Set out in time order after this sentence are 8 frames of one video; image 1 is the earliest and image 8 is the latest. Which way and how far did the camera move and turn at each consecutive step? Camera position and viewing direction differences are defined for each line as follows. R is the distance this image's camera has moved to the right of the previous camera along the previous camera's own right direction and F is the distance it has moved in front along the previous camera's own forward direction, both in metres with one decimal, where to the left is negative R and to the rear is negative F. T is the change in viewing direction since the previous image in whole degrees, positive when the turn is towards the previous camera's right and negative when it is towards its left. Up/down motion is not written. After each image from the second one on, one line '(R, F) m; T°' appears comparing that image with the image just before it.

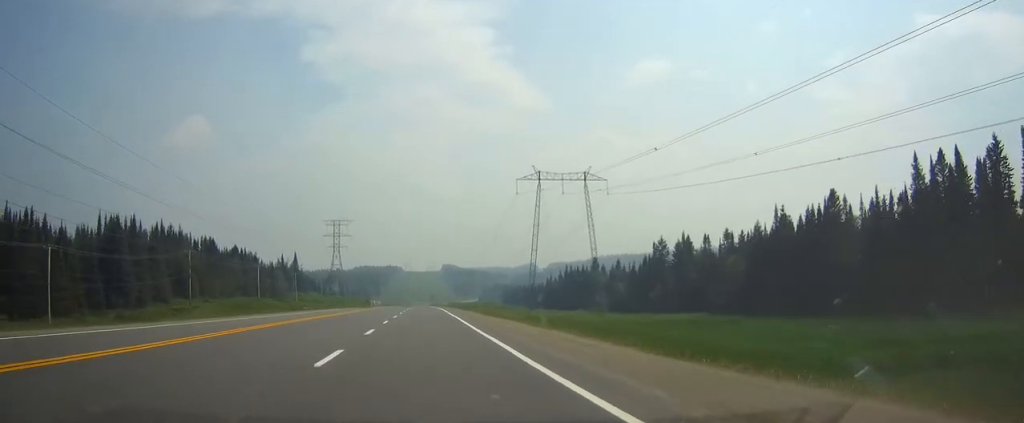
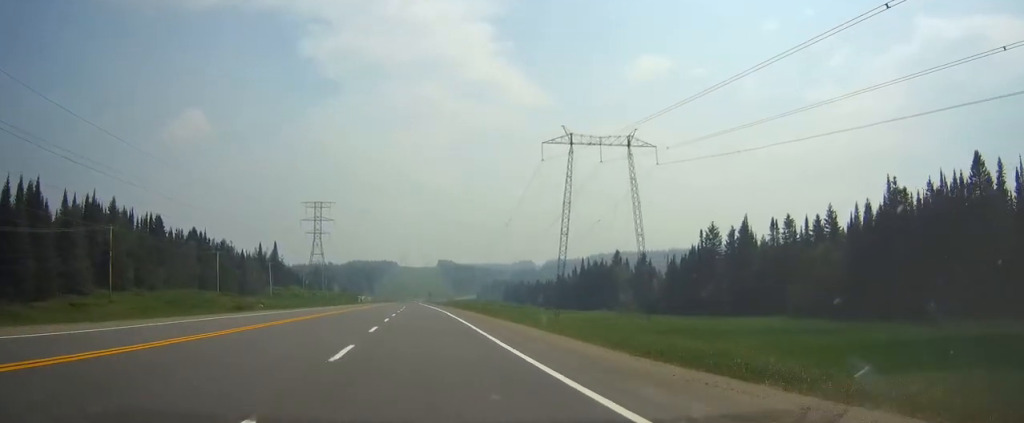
(0.0, +34.6) m; 0°
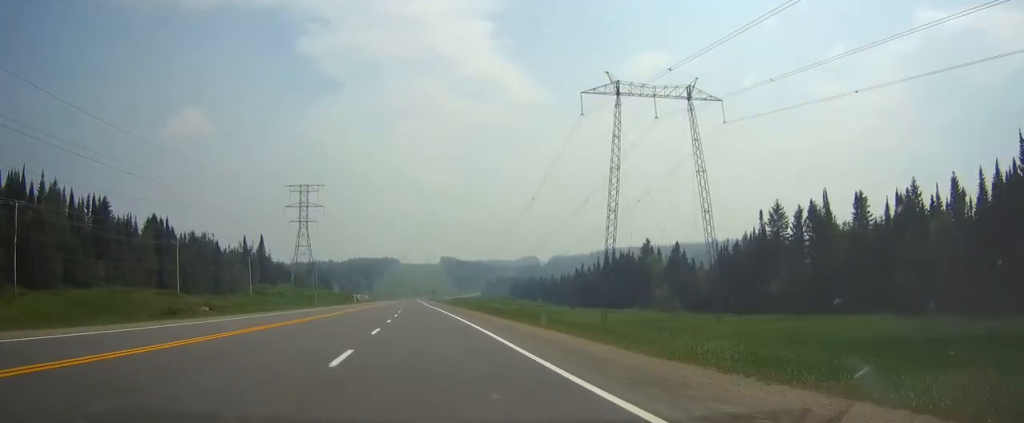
(+0.1, +27.8) m; 0°
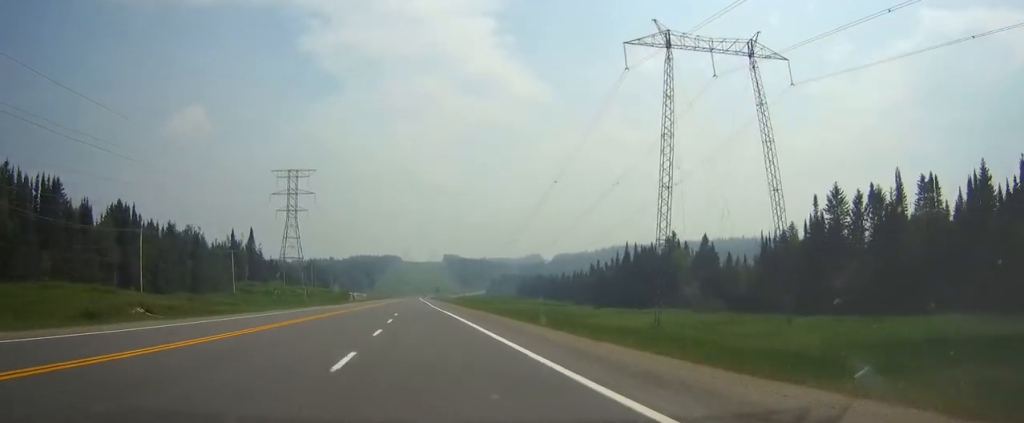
(0.0, +18.8) m; 0°
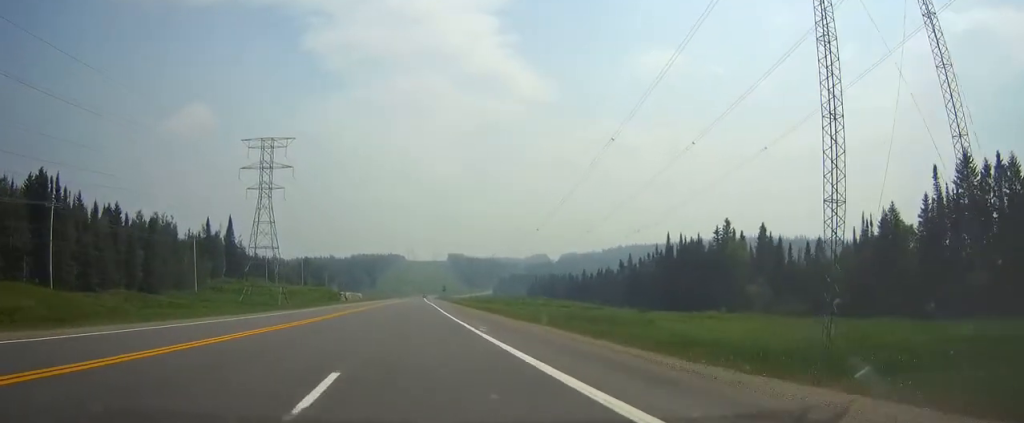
(-0.2, +30.8) m; -1°
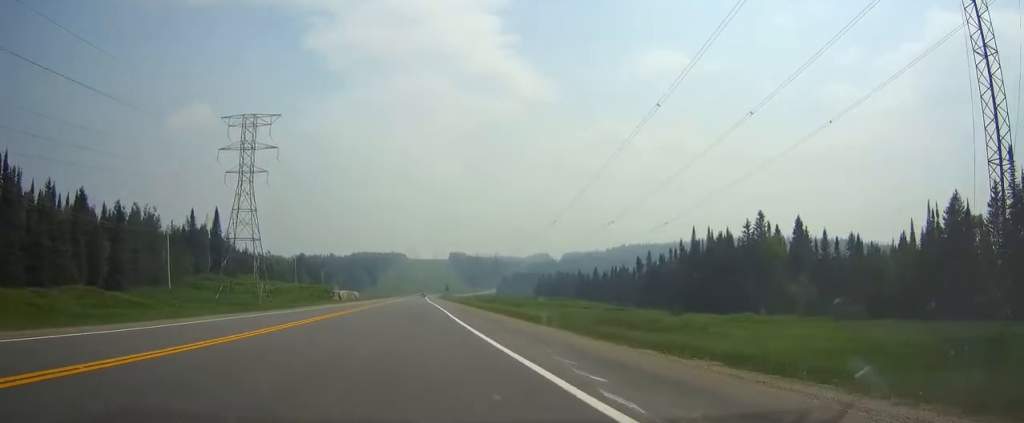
(0.0, +15.3) m; 0°
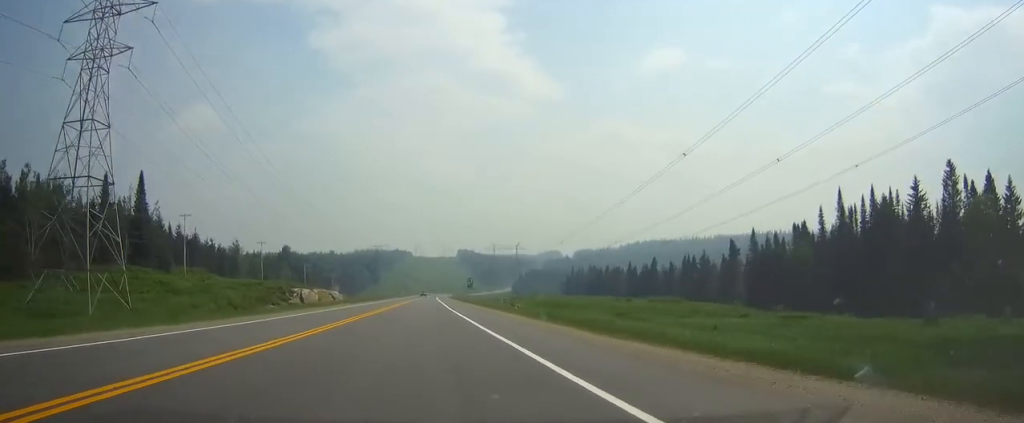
(0.0, +56.2) m; 0°
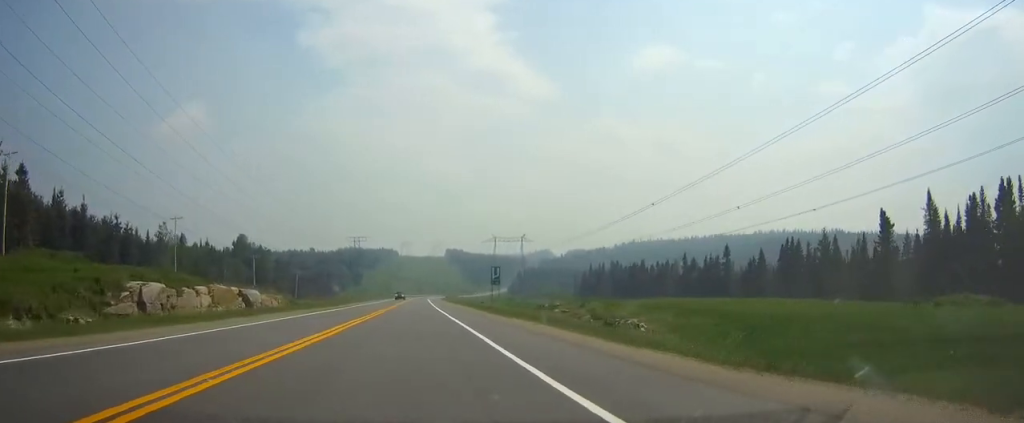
(0.0, +54.3) m; 0°
